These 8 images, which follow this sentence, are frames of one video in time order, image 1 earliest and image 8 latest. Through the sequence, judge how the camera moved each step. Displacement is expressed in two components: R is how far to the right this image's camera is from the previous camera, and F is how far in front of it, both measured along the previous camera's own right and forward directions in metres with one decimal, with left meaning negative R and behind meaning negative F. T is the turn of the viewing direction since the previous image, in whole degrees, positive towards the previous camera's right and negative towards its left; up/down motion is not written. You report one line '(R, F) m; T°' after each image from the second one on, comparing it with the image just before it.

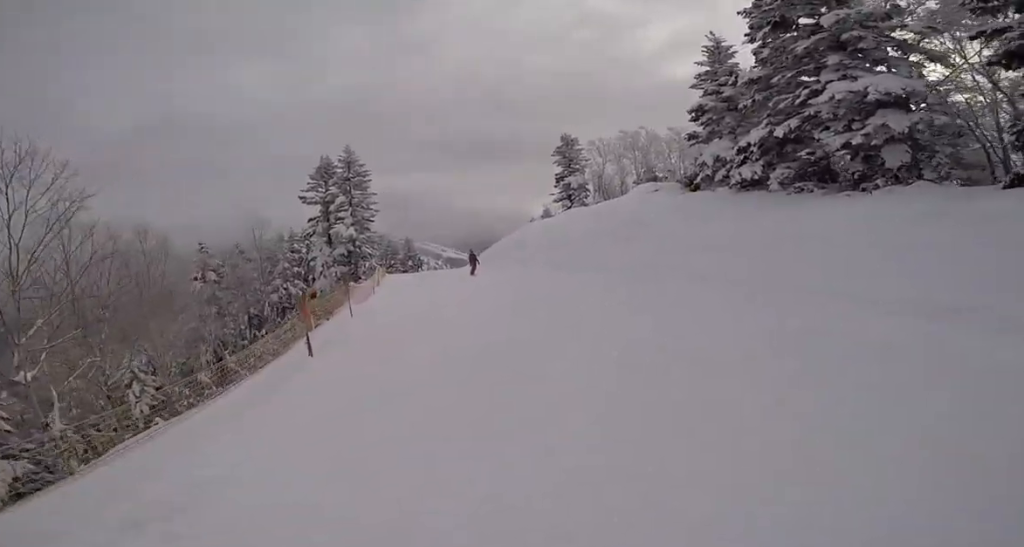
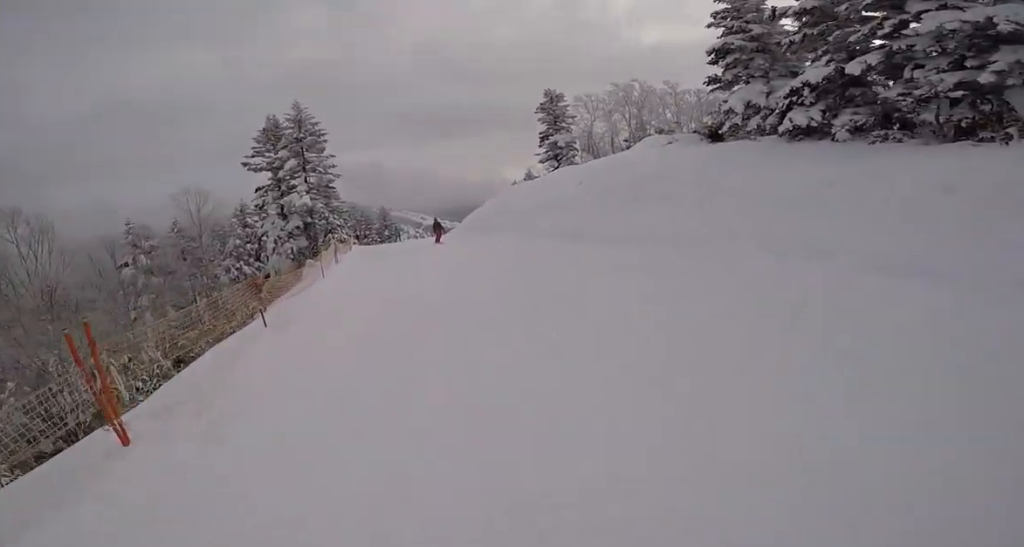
(0.0, +3.4) m; -3°
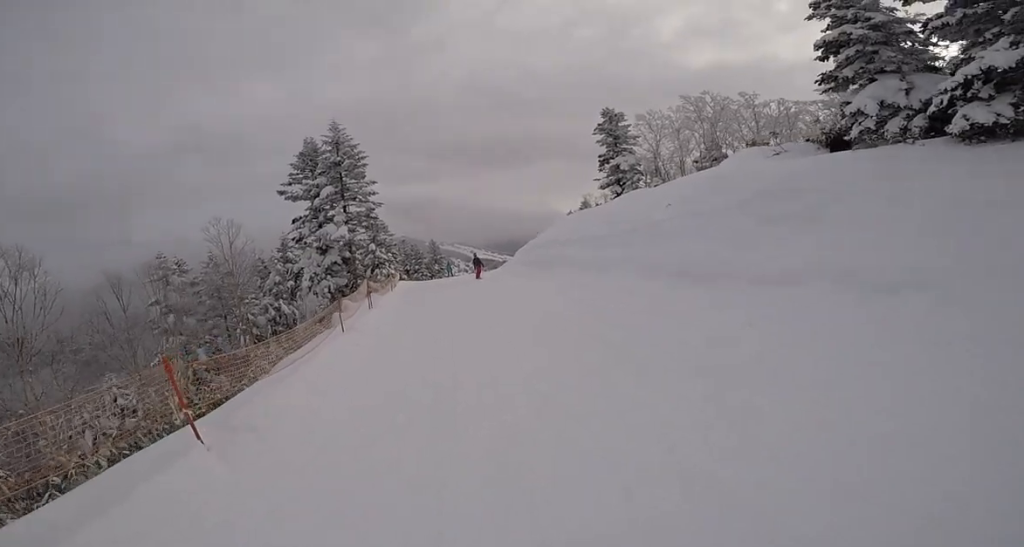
(-0.8, +2.8) m; -3°
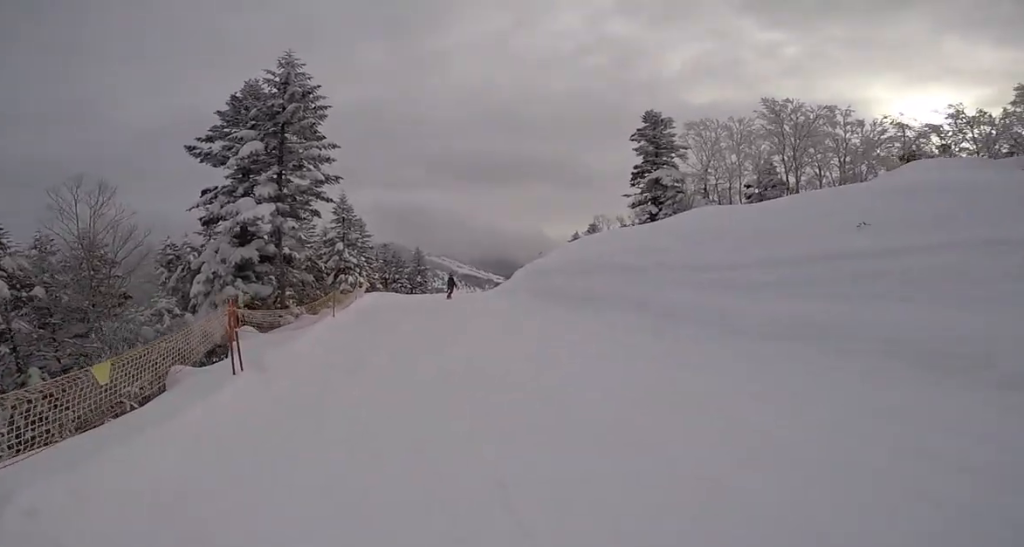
(+0.8, +7.0) m; +5°
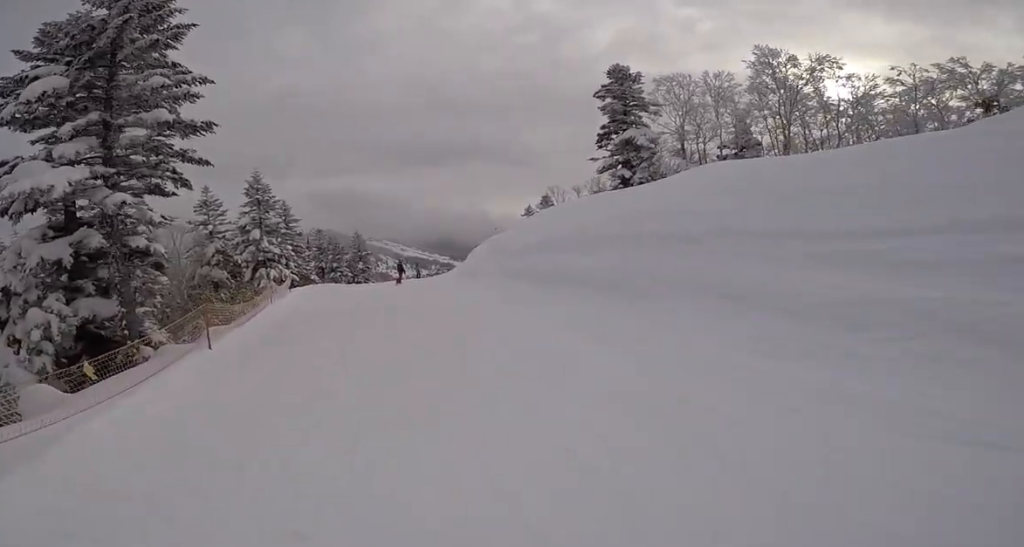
(+0.2, +4.6) m; -5°
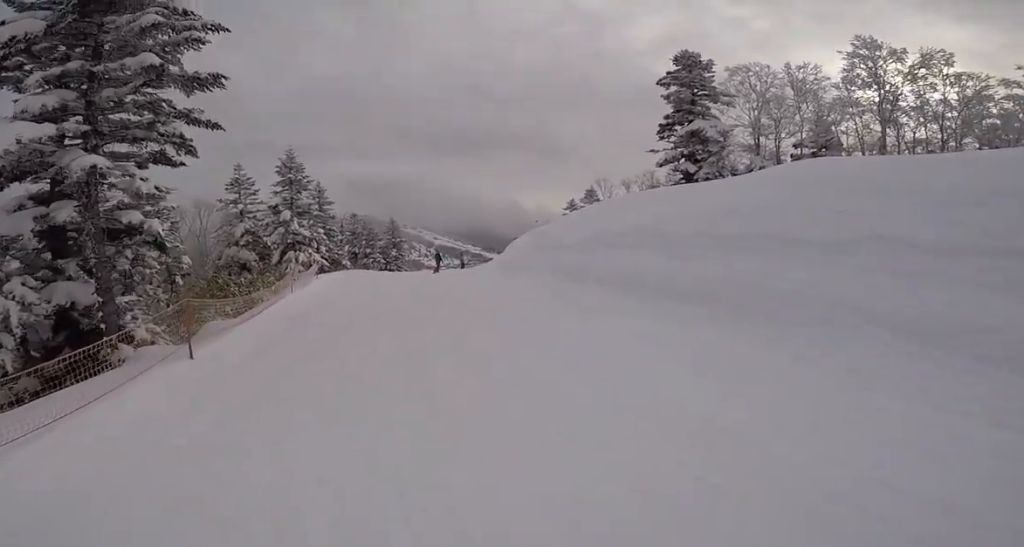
(-0.1, +1.9) m; -2°
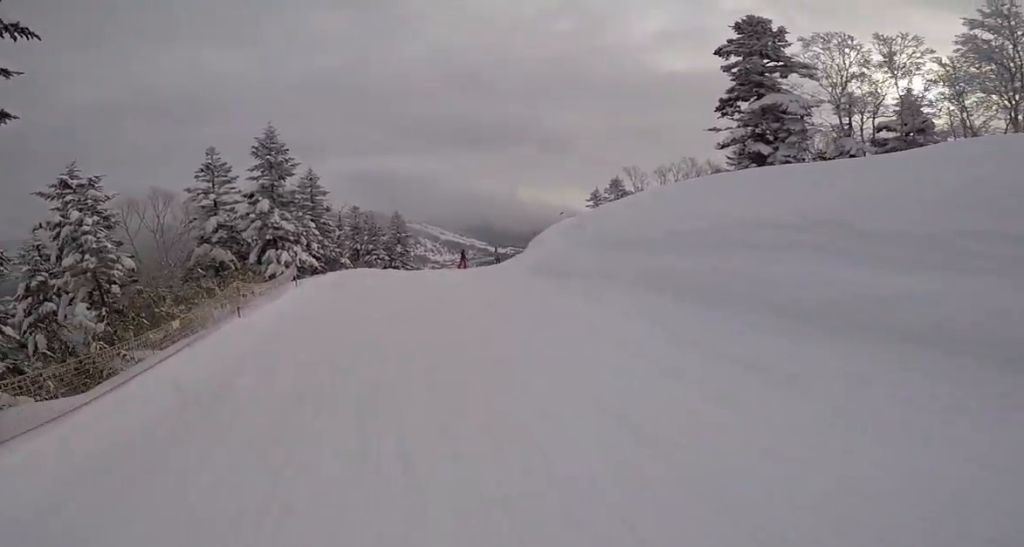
(-0.3, +4.3) m; +7°
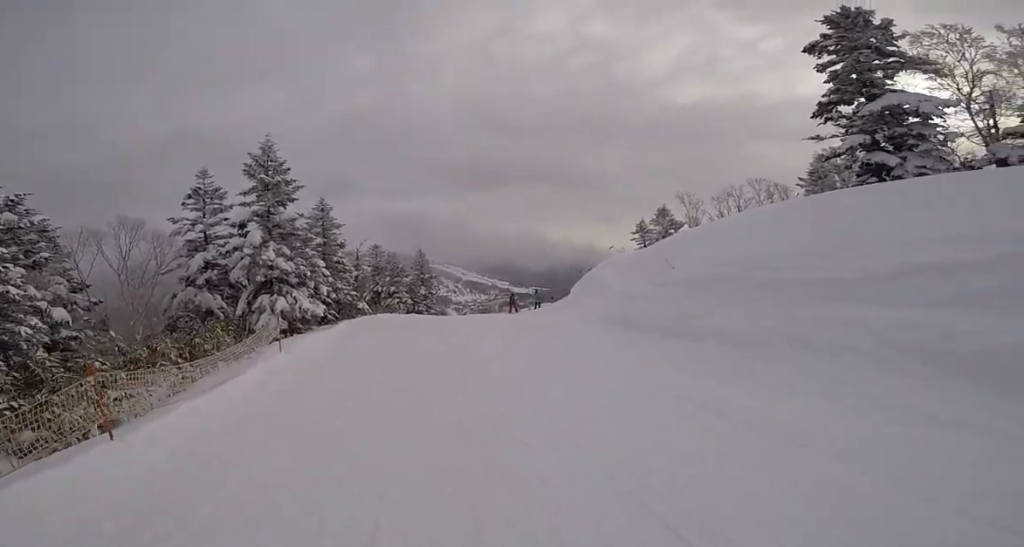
(+0.6, +4.6) m; -3°
